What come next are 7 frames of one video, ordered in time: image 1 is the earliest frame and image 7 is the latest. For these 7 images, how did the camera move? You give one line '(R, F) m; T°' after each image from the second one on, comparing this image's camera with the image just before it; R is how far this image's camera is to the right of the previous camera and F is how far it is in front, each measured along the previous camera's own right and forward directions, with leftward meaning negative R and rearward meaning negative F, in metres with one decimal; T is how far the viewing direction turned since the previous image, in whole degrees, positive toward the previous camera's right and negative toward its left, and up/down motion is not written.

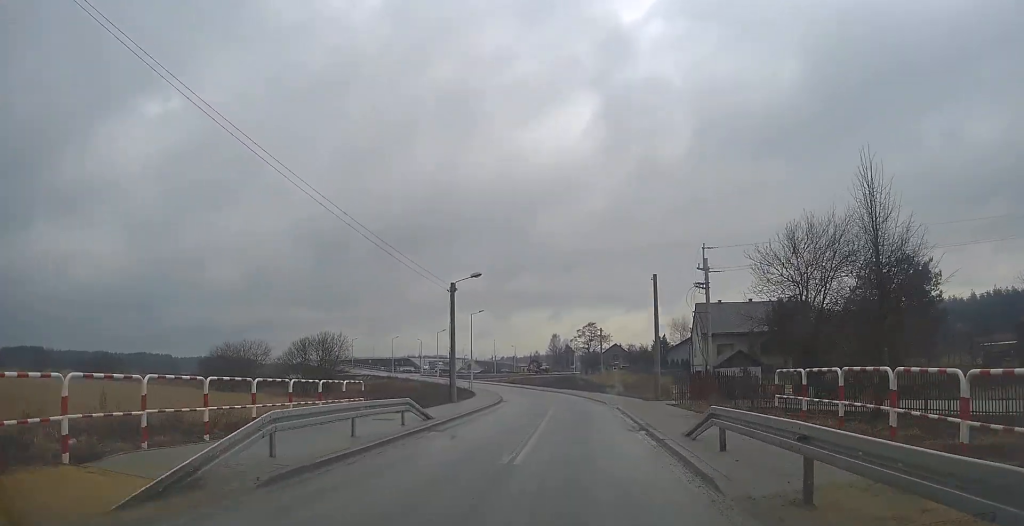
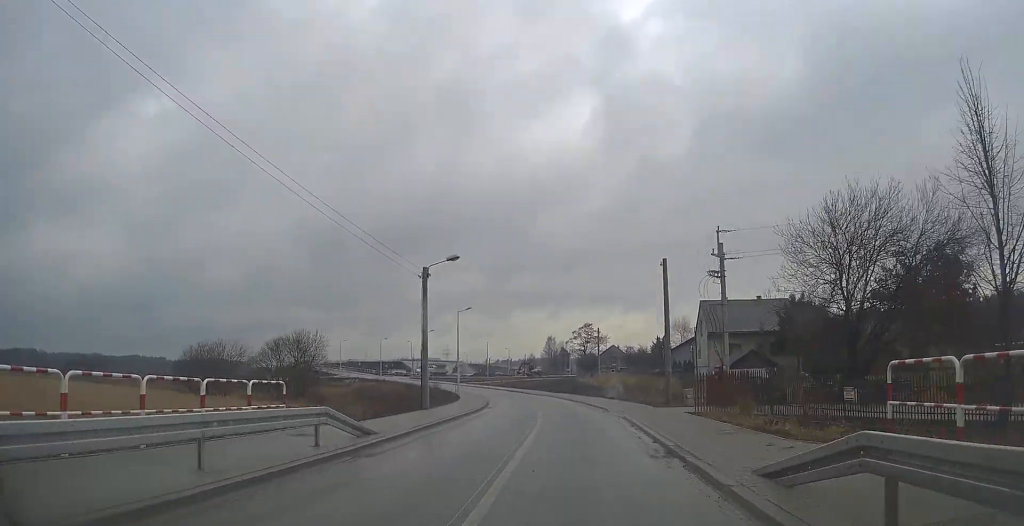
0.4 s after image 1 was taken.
(0.0, +5.9) m; 0°
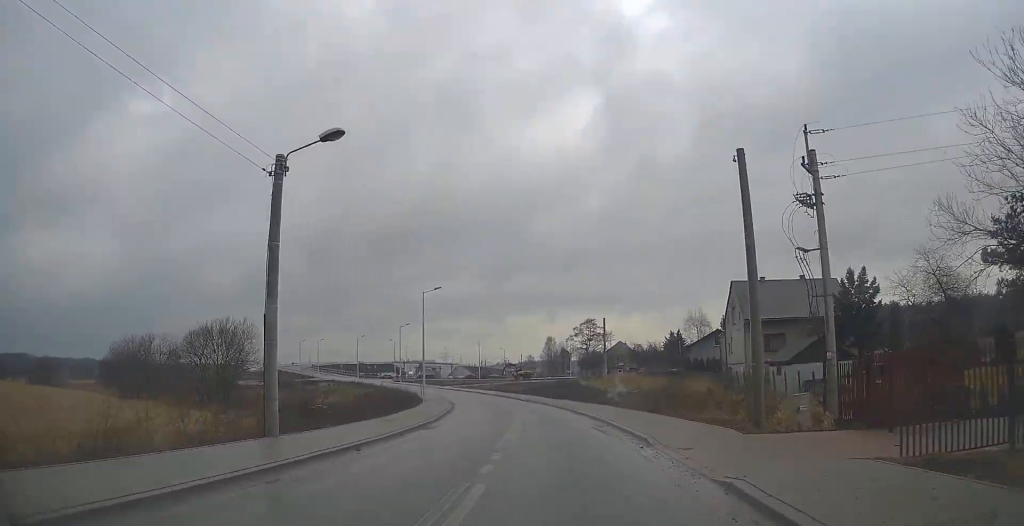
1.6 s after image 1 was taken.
(0.0, +16.0) m; 0°
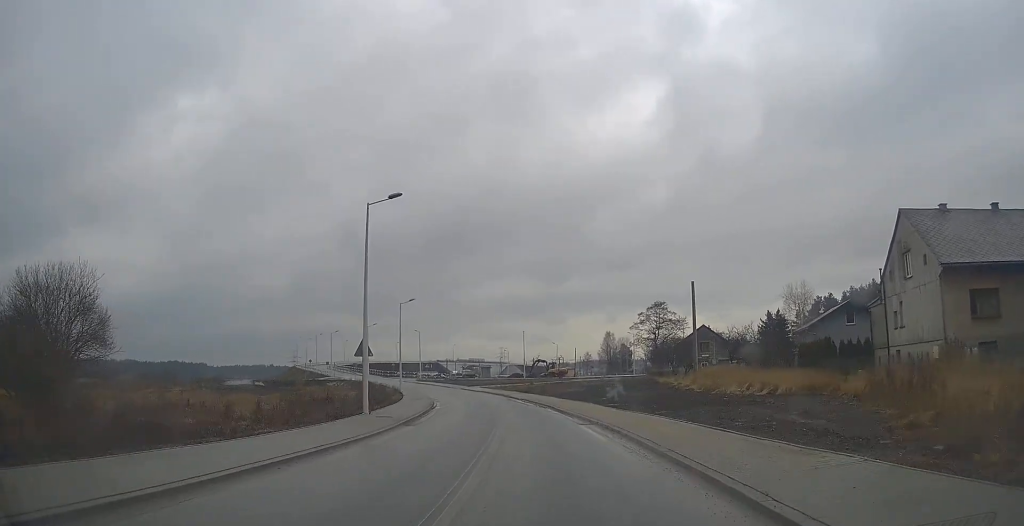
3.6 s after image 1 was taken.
(-0.8, +25.5) m; -4°
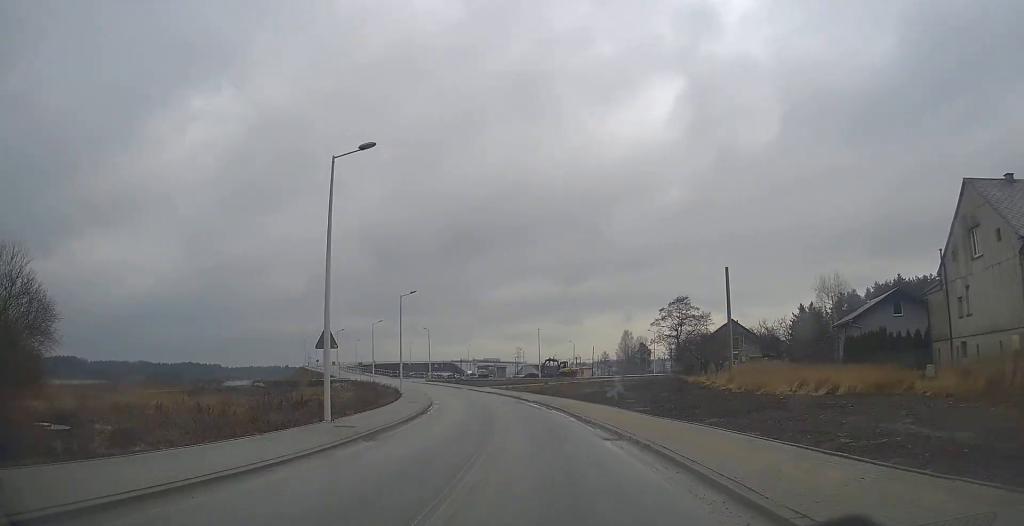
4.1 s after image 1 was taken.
(-0.1, +5.9) m; -1°
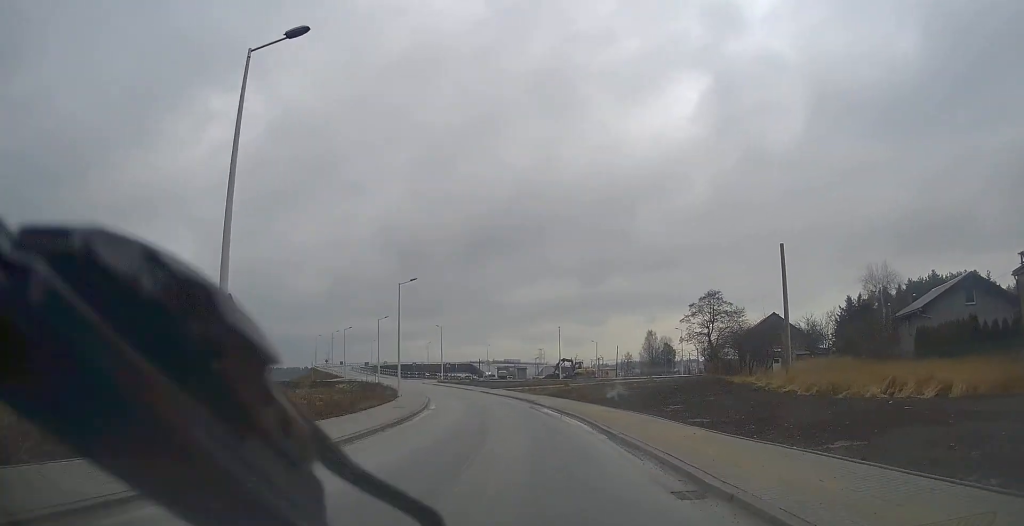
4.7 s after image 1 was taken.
(0.0, +7.6) m; -1°
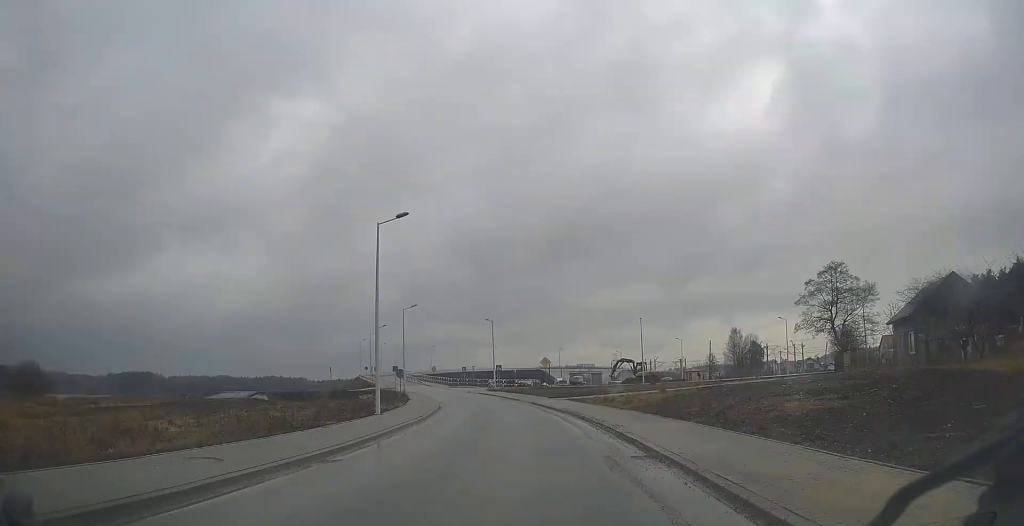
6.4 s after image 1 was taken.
(-1.1, +21.1) m; -6°
